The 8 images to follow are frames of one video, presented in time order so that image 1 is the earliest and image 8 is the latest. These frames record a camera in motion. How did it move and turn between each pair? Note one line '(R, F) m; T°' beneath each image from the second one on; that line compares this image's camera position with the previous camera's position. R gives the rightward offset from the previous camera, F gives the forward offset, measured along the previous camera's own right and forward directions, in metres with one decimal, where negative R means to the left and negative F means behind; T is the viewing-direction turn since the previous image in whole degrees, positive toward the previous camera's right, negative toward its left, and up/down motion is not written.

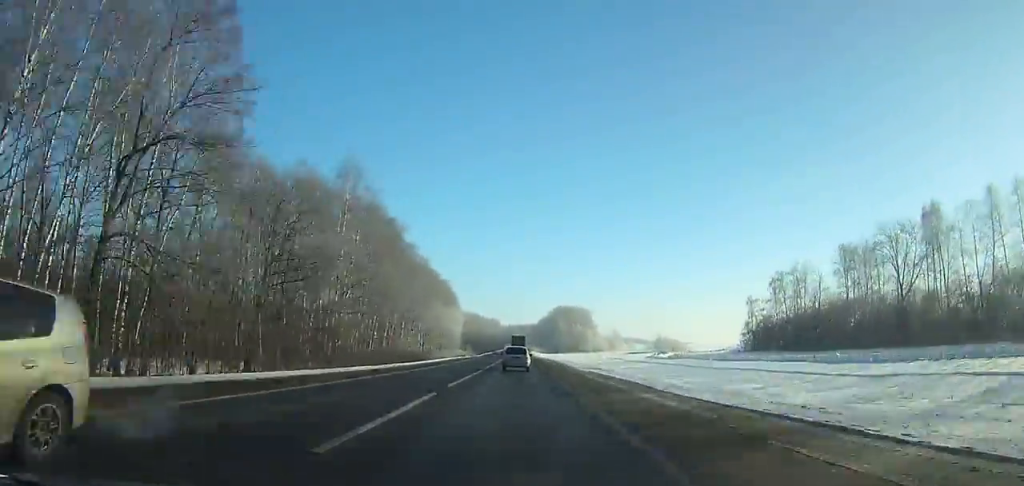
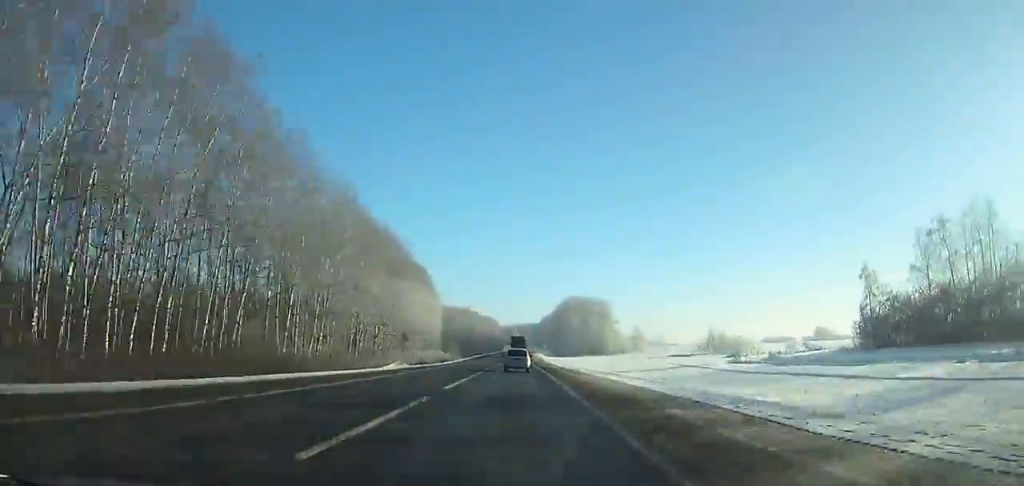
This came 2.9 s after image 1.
(-0.2, +59.7) m; 0°
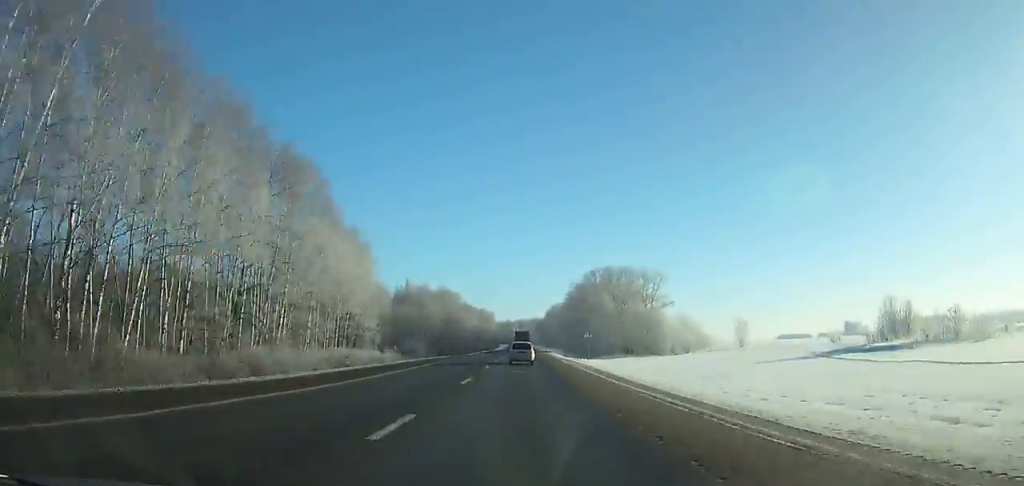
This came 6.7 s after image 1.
(0.0, +77.9) m; 0°
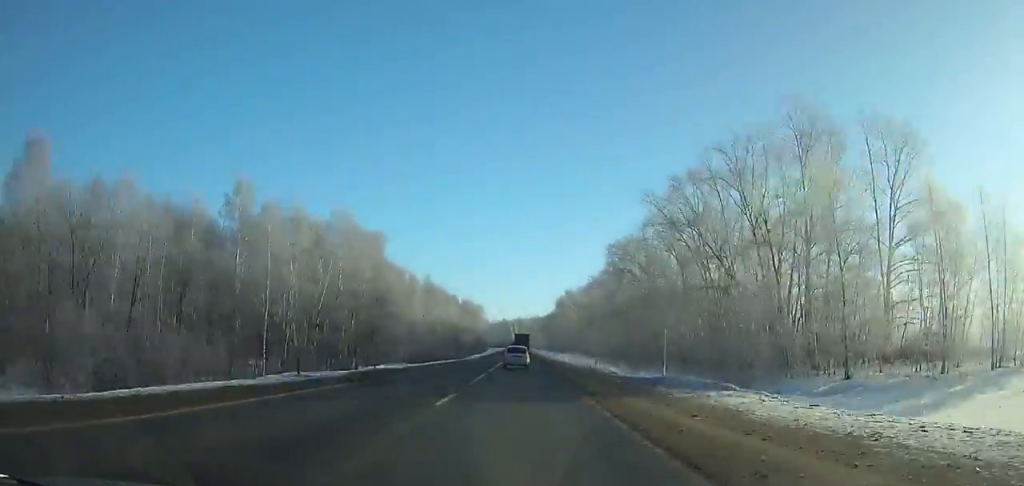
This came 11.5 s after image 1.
(+1.1, +97.7) m; -5°
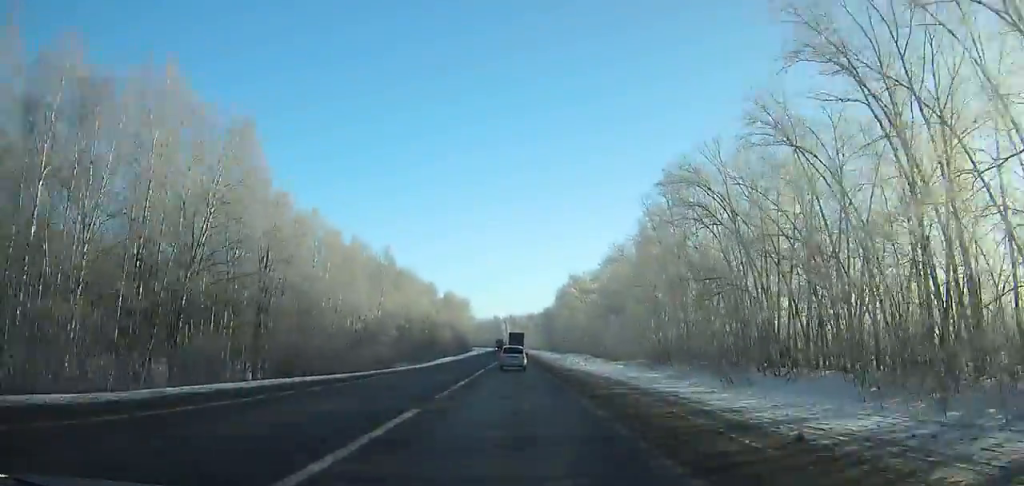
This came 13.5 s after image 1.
(-3.1, +35.3) m; +2°
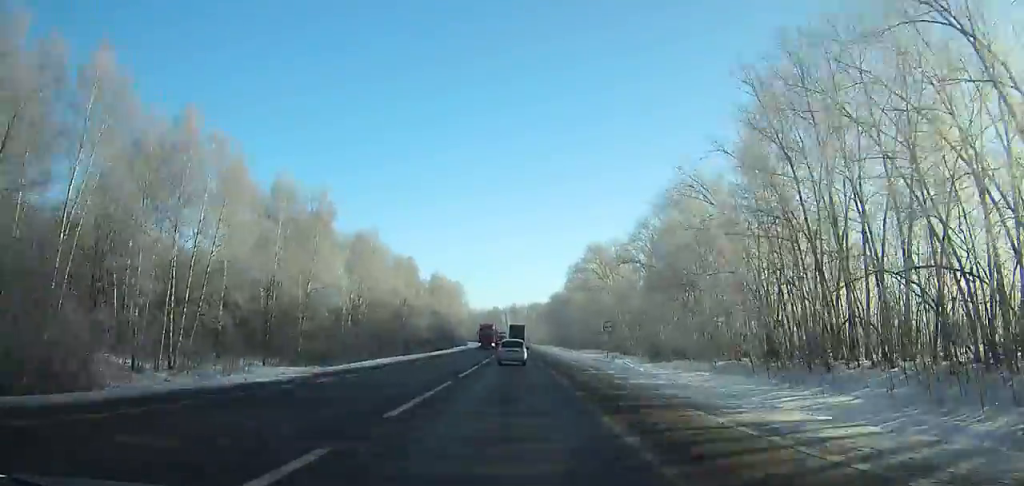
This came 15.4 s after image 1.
(-3.7, +33.5) m; +4°
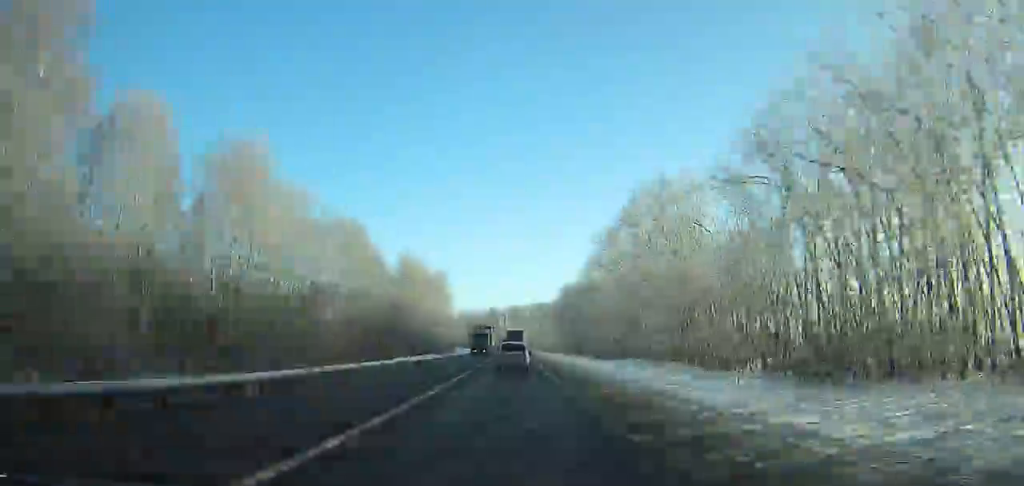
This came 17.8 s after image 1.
(+10.1, +57.5) m; +6°
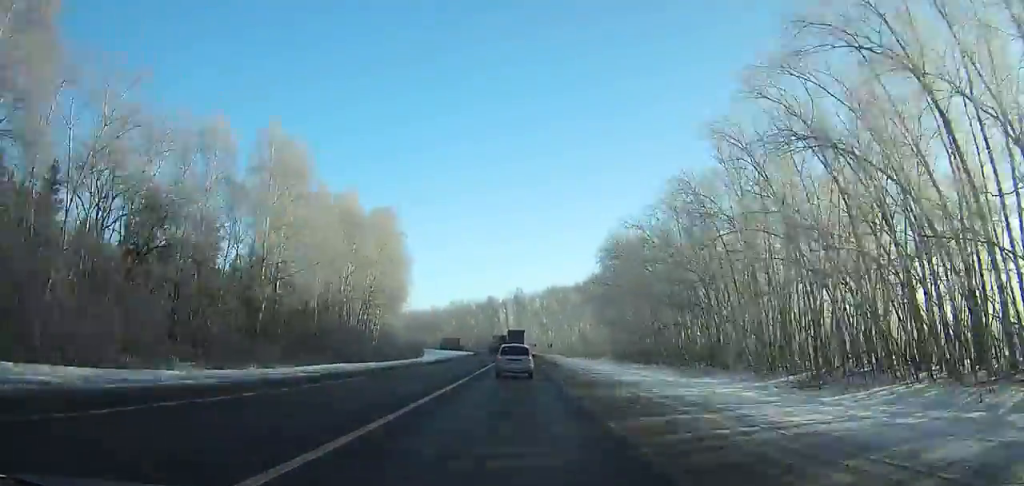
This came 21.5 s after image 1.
(-4.4, +87.2) m; -5°
